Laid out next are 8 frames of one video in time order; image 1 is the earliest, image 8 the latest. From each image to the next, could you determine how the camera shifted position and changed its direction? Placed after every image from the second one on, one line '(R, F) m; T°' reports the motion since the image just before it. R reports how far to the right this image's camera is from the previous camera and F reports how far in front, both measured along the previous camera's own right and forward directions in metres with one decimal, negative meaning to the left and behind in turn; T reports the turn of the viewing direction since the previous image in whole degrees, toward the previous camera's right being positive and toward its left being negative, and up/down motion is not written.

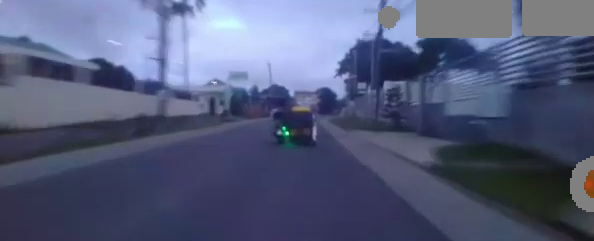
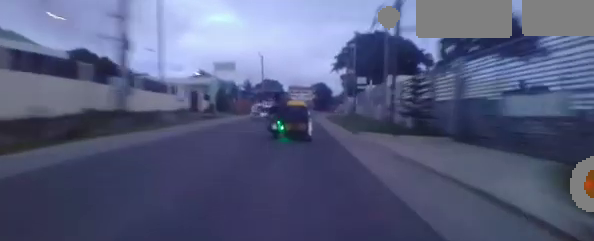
(+0.1, +4.2) m; +1°
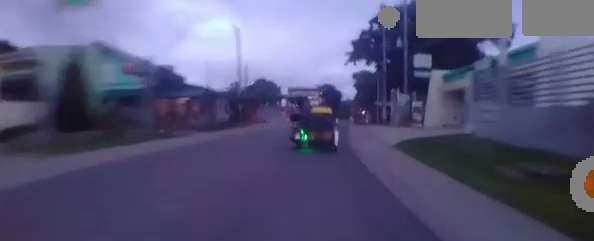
(0.0, +26.5) m; +2°
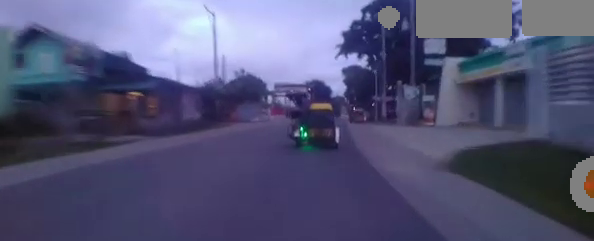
(+0.2, +5.4) m; +2°
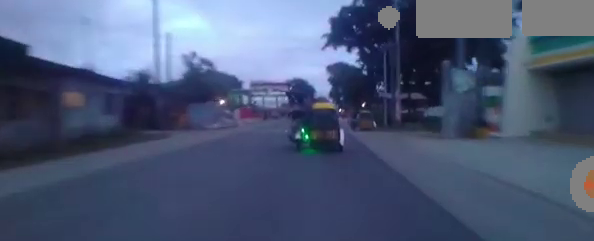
(+0.3, +8.2) m; -1°
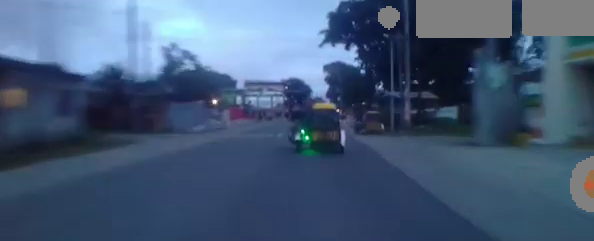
(+0.1, +2.8) m; -2°
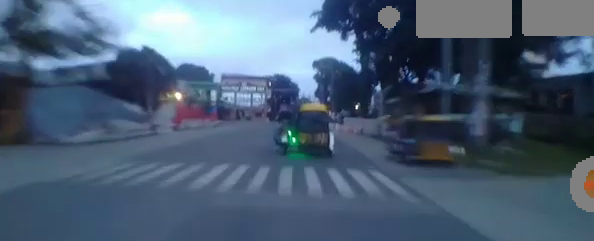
(-0.4, +8.2) m; +1°
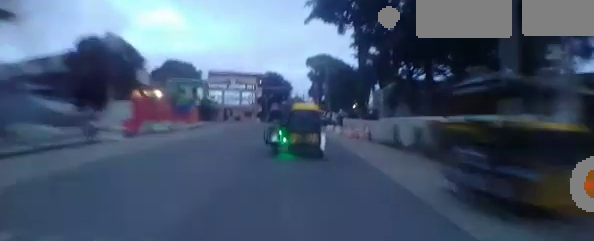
(+0.3, +4.4) m; +4°
